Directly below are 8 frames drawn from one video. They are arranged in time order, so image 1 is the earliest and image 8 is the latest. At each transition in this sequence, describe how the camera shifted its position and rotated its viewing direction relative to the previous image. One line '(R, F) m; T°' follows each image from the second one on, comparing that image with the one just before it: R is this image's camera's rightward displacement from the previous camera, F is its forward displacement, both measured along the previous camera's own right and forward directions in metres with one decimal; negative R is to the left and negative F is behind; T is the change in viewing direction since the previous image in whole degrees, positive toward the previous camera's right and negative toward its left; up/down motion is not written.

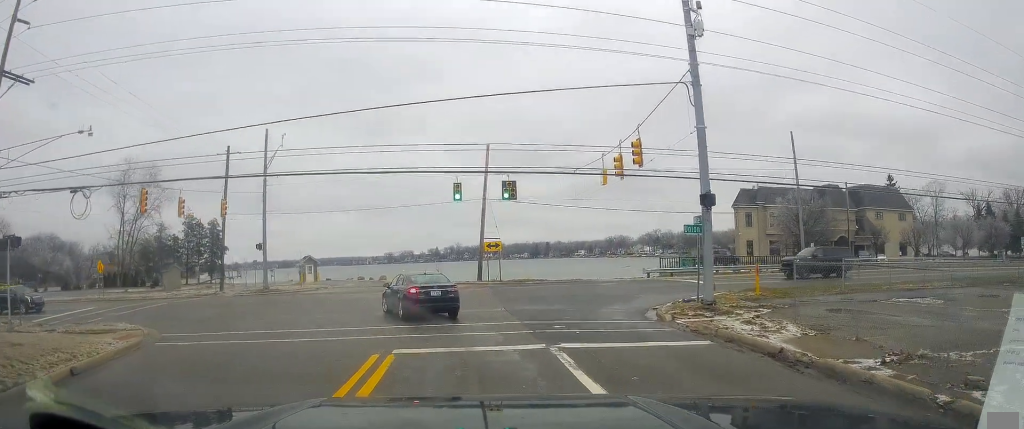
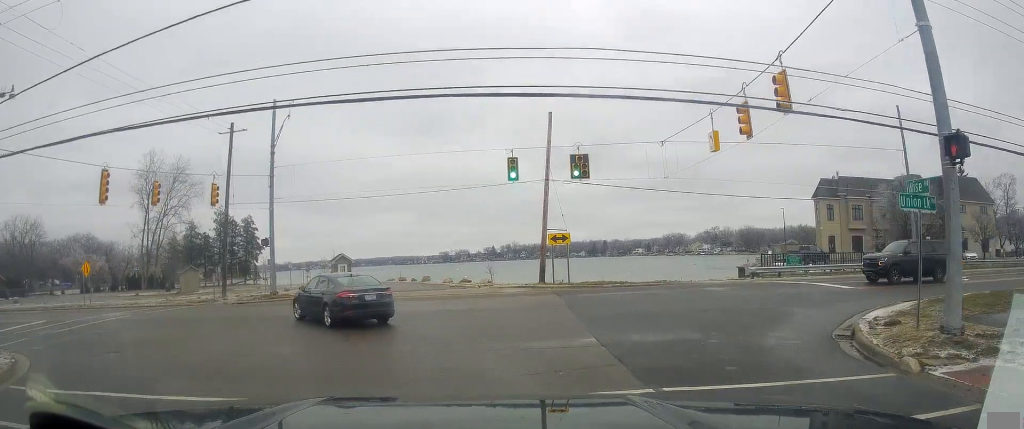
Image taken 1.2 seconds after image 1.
(-0.7, +10.0) m; -5°
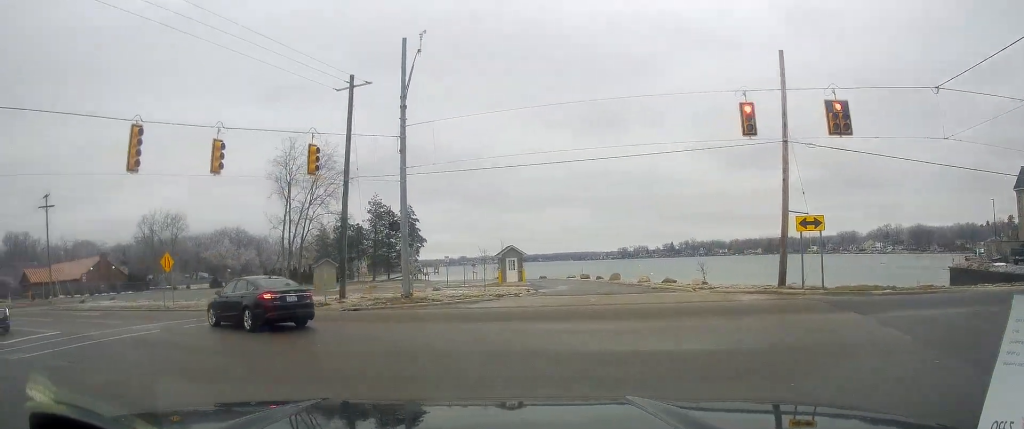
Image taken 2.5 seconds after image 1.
(-0.1, +10.9) m; -4°
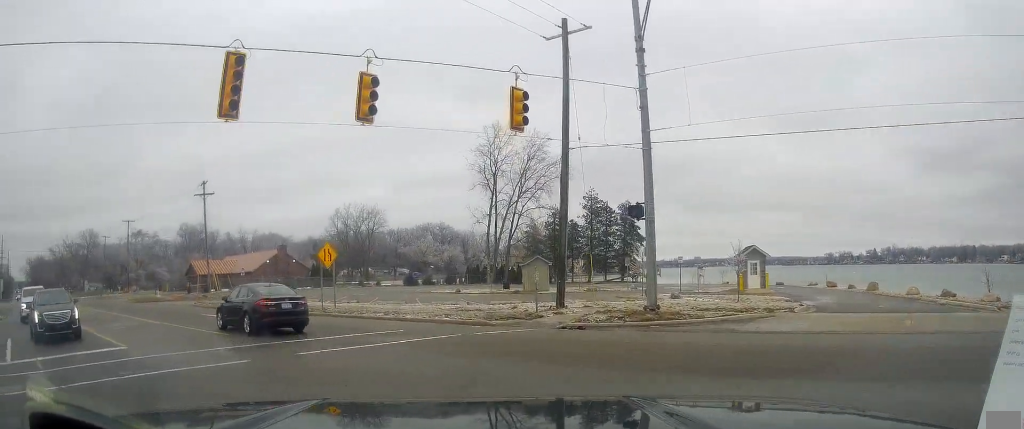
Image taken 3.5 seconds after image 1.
(-0.4, +7.6) m; -13°
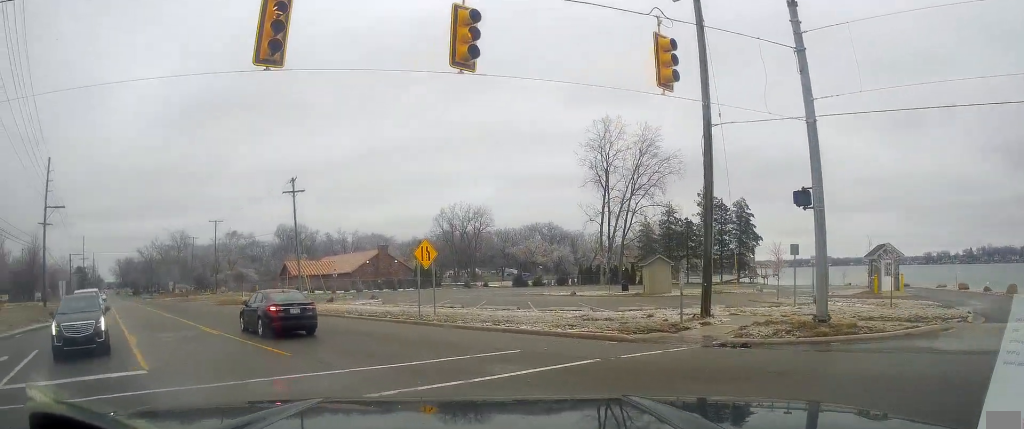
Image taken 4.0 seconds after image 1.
(-0.1, +3.8) m; -10°
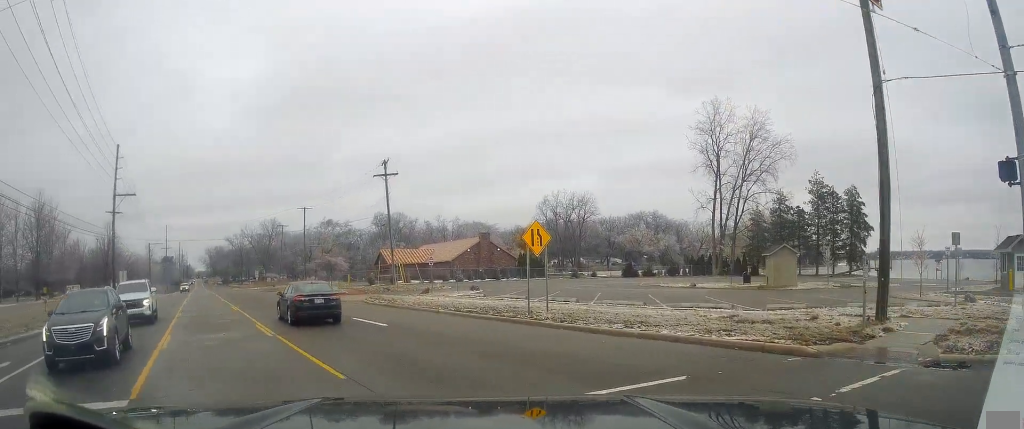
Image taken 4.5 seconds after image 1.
(-0.5, +3.7) m; -10°
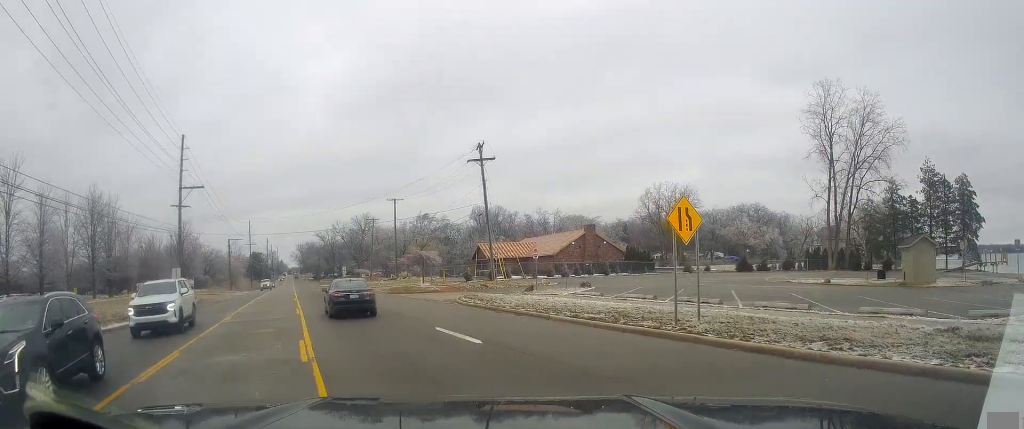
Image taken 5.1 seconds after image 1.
(-0.3, +4.6) m; -12°
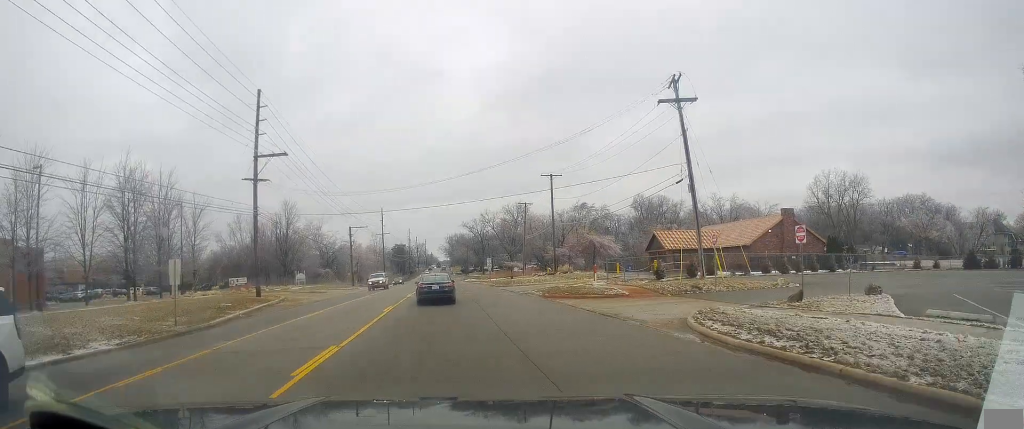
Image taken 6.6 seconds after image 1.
(-3.1, +13.6) m; -19°
